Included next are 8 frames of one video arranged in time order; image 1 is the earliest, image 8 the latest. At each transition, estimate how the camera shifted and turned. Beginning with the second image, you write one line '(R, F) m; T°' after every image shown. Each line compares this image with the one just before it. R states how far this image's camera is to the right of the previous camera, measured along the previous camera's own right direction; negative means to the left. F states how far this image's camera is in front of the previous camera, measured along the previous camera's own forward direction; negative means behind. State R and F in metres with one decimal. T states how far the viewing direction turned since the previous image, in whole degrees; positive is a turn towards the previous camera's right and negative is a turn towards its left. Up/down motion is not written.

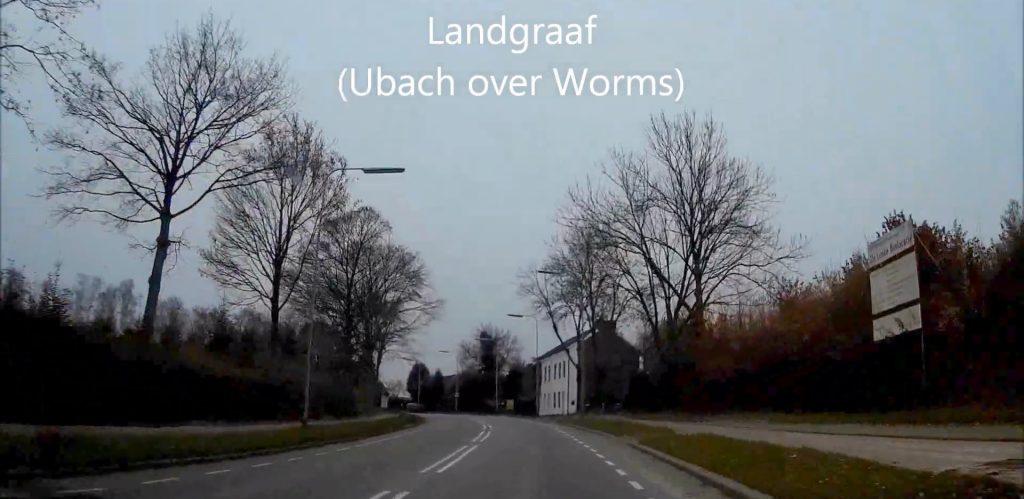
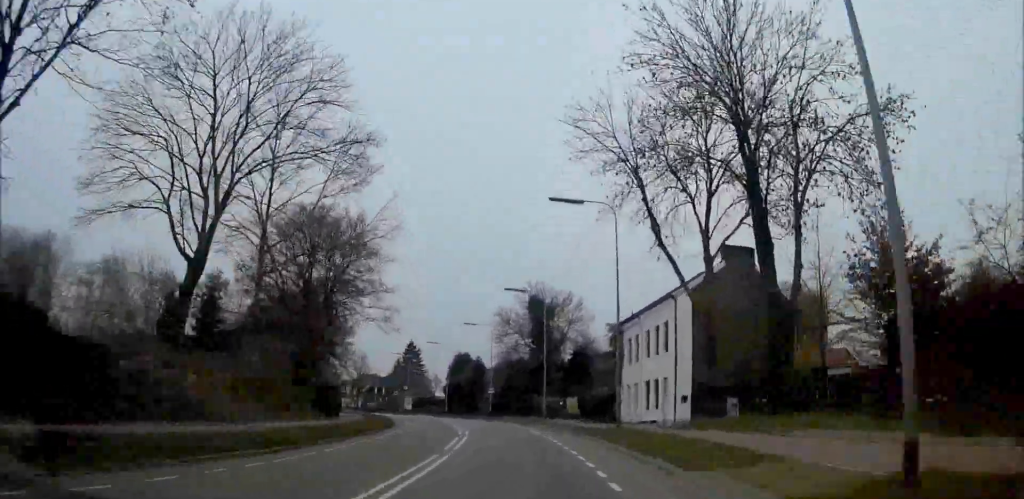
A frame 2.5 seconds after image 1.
(-1.2, +37.5) m; -2°
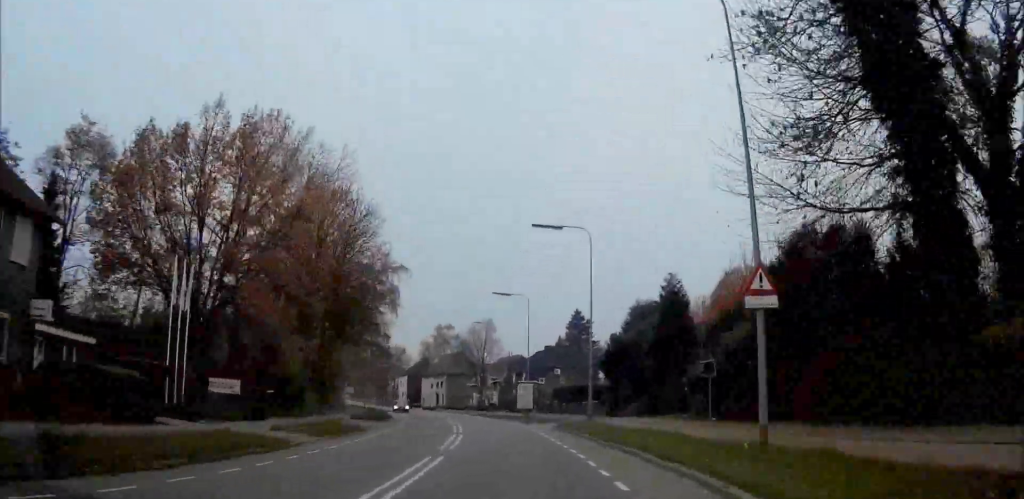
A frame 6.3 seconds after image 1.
(-5.4, +56.9) m; -16°
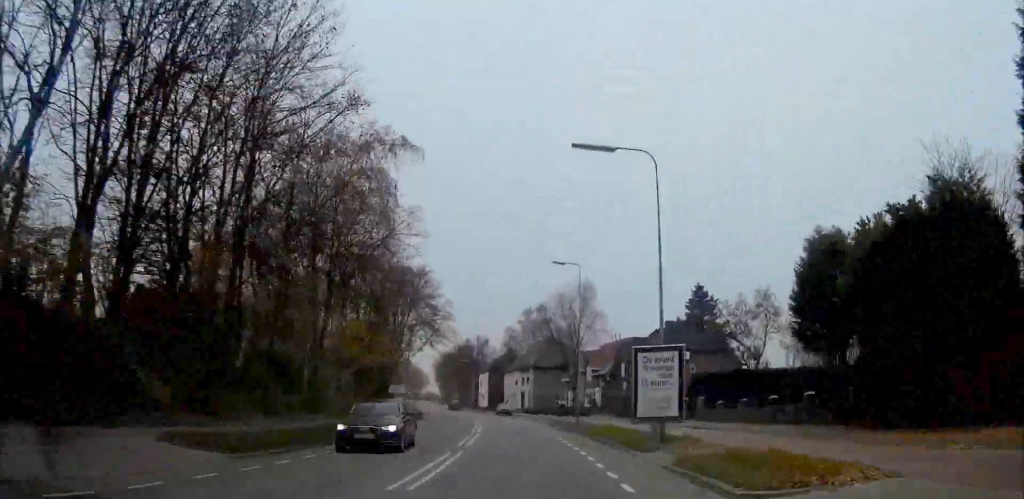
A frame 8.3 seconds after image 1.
(-3.0, +31.2) m; -9°
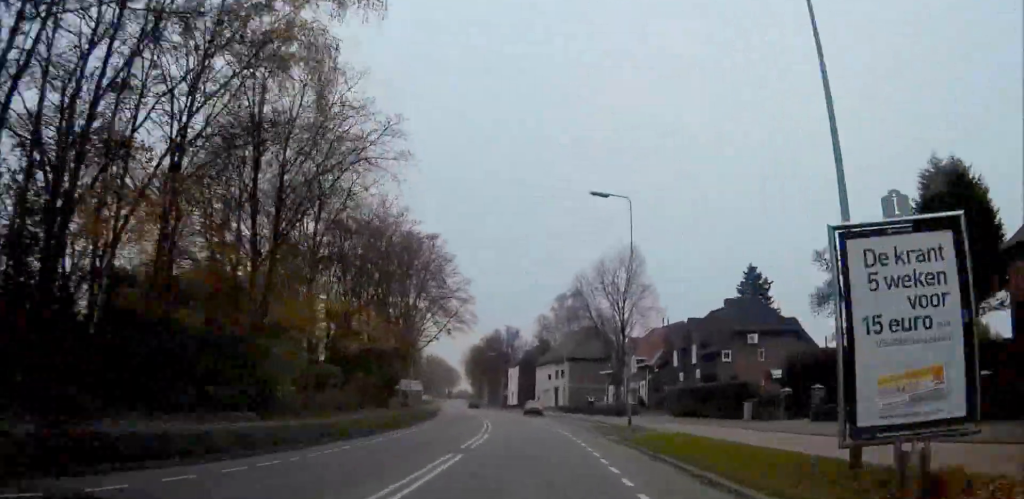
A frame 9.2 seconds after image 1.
(-0.3, +13.2) m; -3°
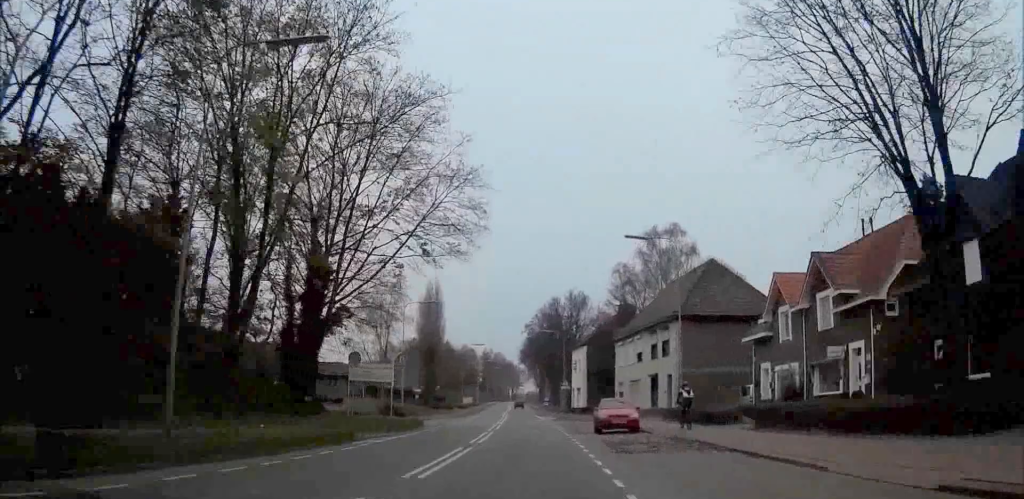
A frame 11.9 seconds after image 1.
(-3.0, +41.6) m; -6°
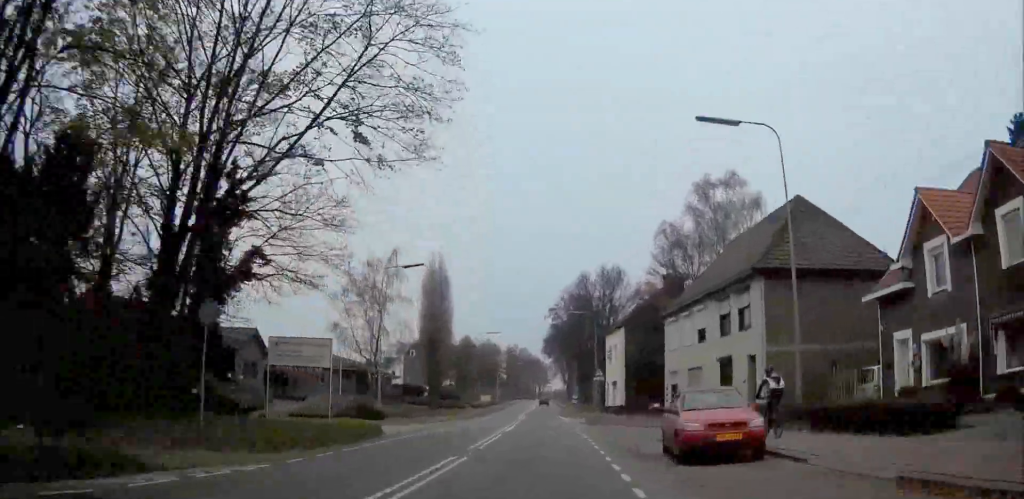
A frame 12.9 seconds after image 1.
(-0.1, +15.3) m; -2°
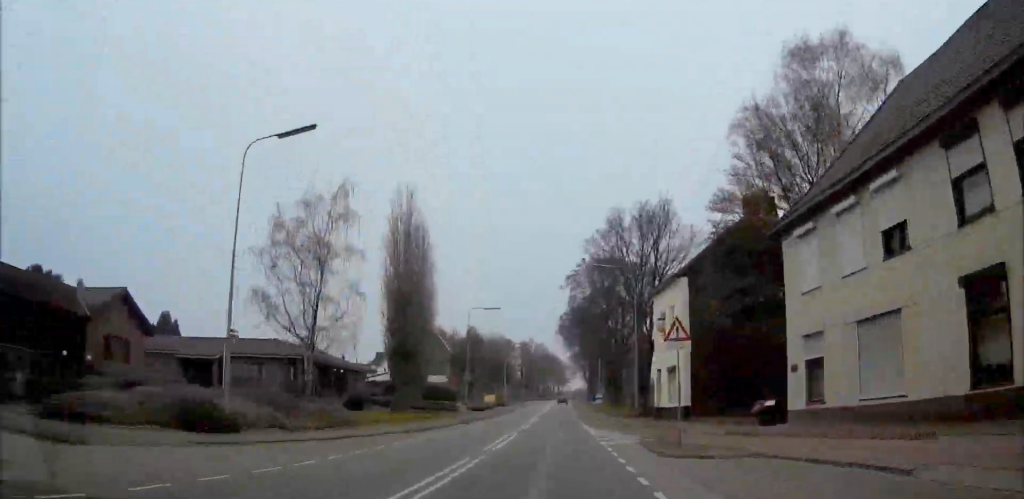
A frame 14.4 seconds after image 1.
(-0.4, +22.4) m; -1°
